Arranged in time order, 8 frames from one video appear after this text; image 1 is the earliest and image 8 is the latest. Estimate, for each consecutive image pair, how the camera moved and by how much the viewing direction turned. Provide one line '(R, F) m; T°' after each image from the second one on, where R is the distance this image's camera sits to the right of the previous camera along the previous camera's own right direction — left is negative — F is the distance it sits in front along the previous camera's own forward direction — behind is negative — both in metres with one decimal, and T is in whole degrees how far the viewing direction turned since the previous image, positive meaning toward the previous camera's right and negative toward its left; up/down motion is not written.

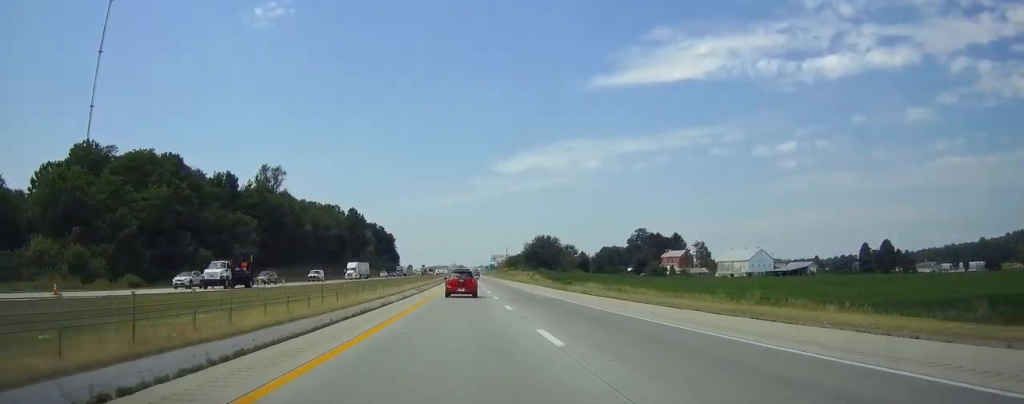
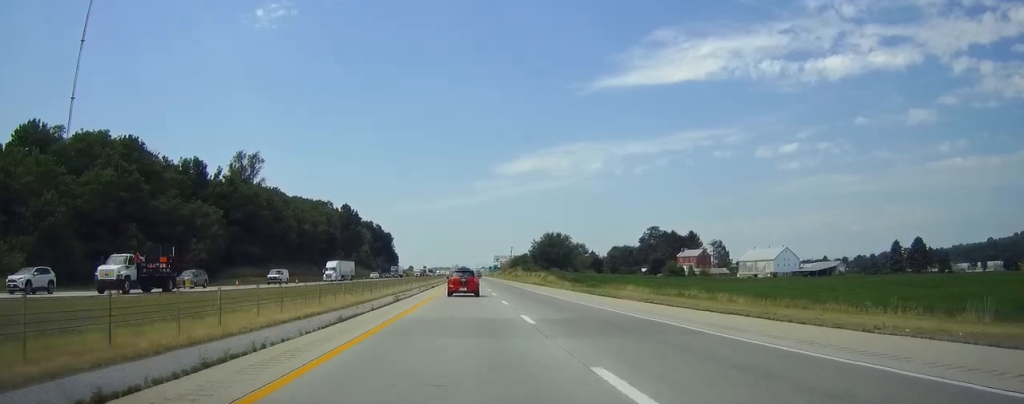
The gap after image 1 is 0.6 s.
(0.0, +19.5) m; 0°
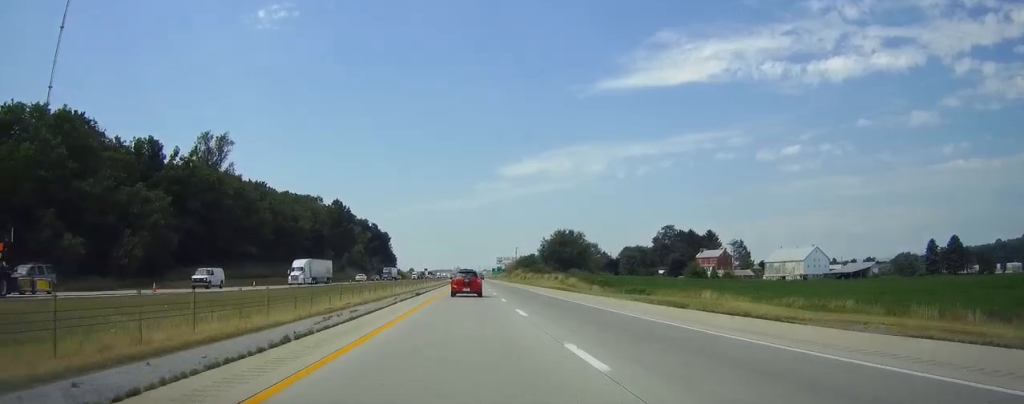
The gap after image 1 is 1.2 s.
(0.0, +20.5) m; 0°
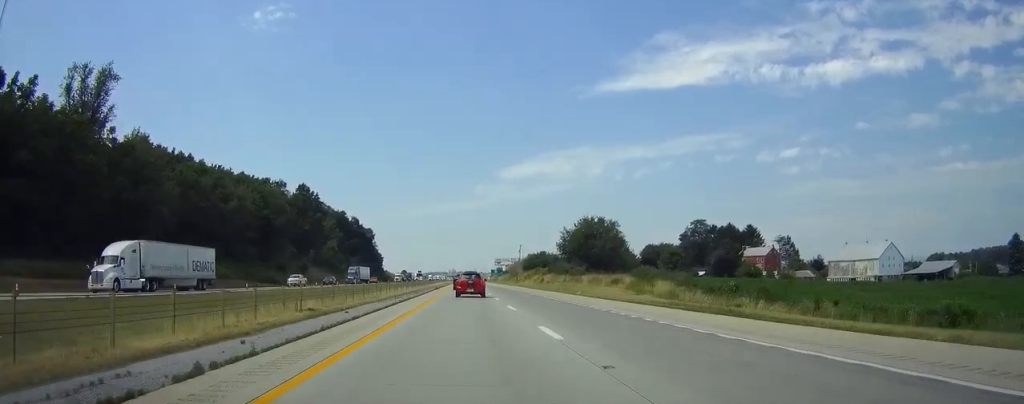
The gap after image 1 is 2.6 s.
(0.0, +44.2) m; 0°
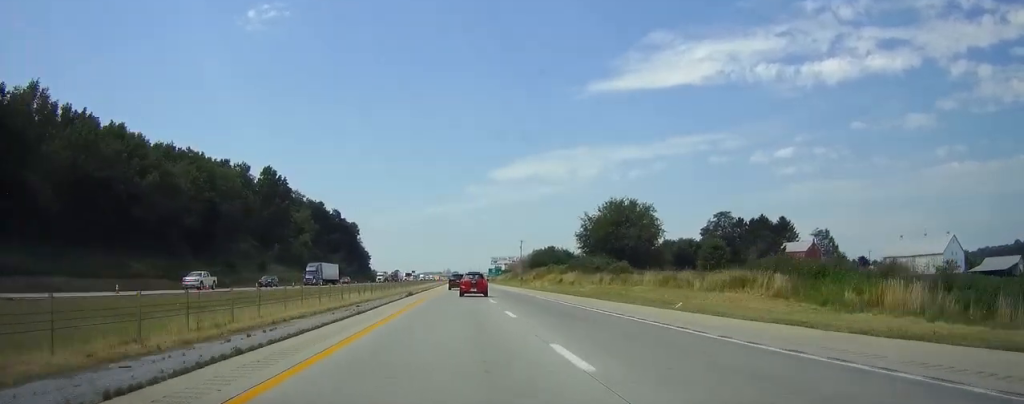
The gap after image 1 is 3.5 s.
(0.0, +29.0) m; 0°
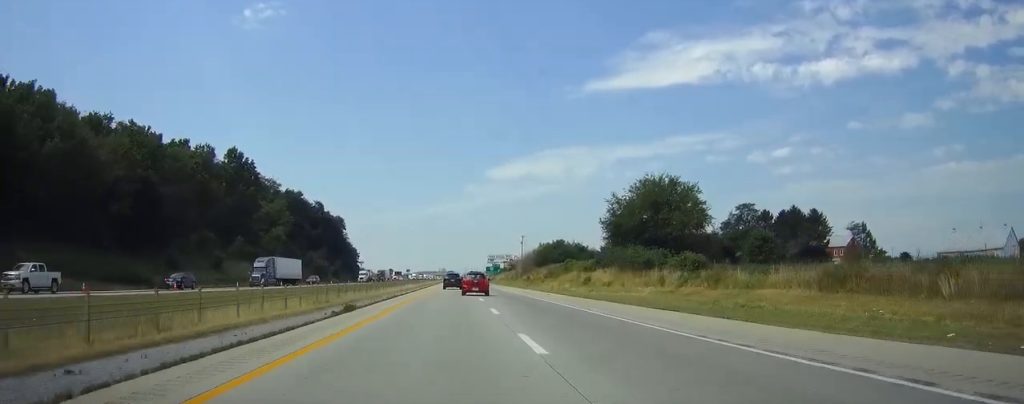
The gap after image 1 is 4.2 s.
(0.0, +22.5) m; 0°
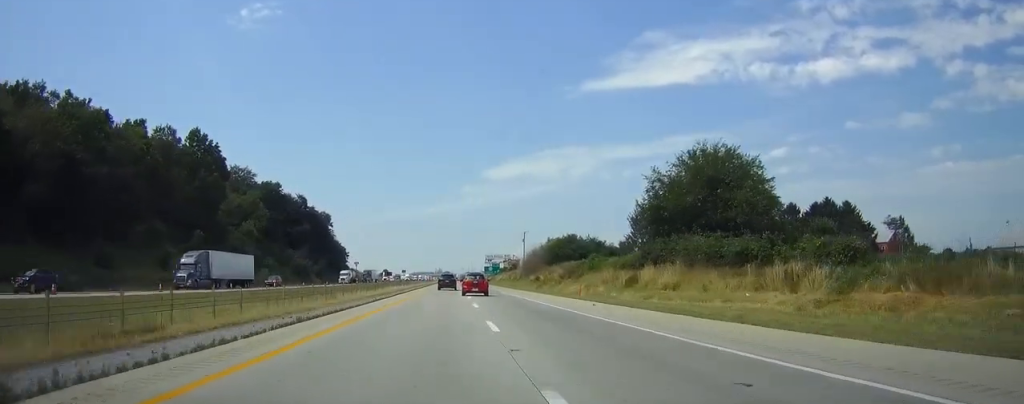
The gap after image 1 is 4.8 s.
(+0.1, +19.3) m; 0°
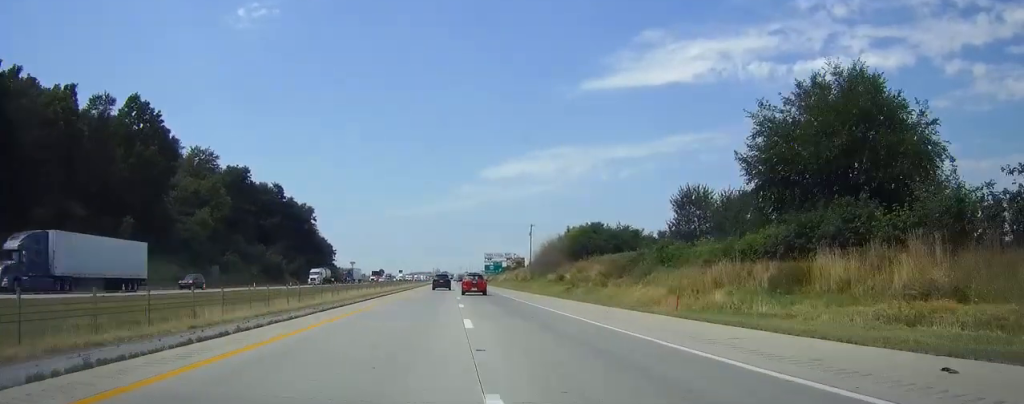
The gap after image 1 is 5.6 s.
(0.0, +24.6) m; 0°
